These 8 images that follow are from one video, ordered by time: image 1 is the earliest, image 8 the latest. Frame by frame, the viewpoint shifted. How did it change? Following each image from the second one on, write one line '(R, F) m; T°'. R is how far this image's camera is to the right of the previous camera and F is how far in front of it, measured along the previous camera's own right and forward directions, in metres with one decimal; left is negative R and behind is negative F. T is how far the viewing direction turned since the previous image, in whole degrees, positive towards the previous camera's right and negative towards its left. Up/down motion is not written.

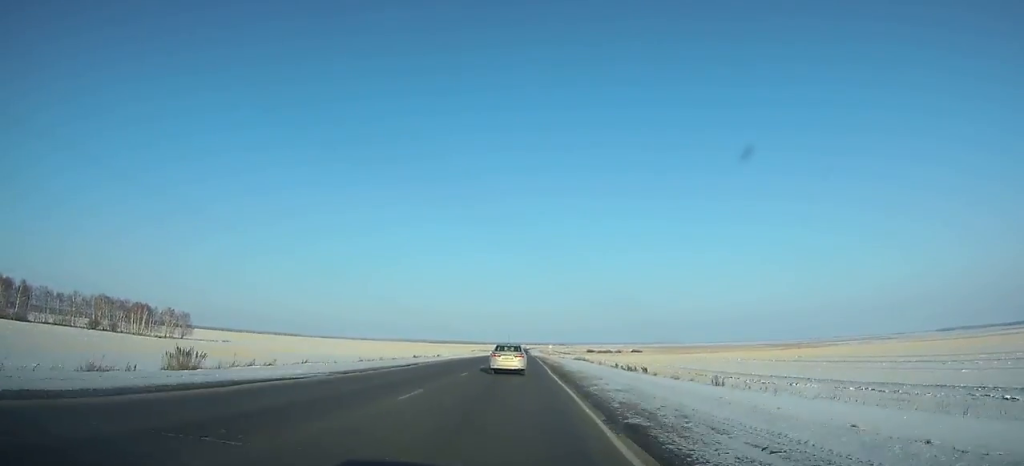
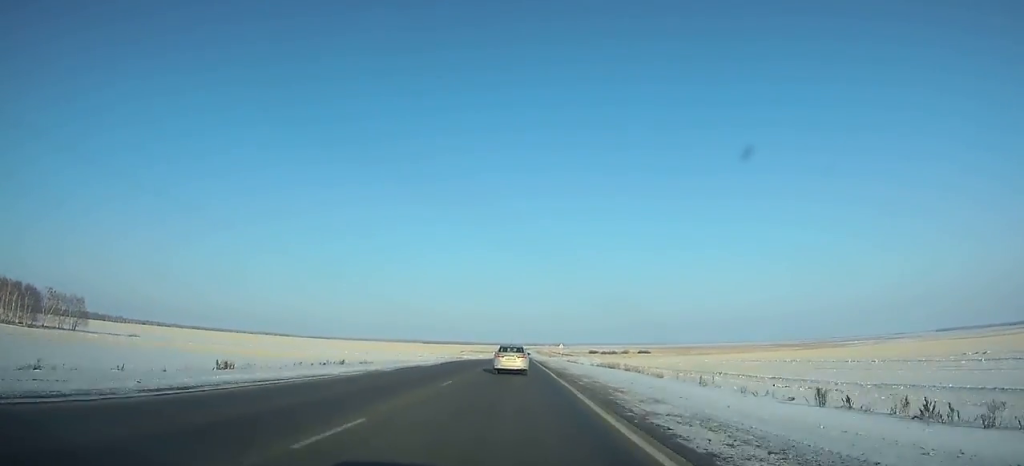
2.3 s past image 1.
(0.0, +55.9) m; 0°
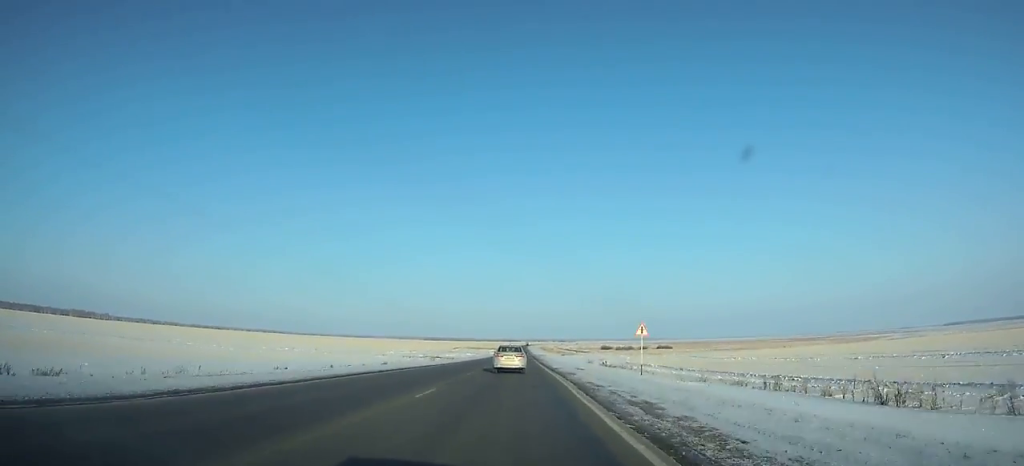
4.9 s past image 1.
(-0.1, +64.1) m; 0°
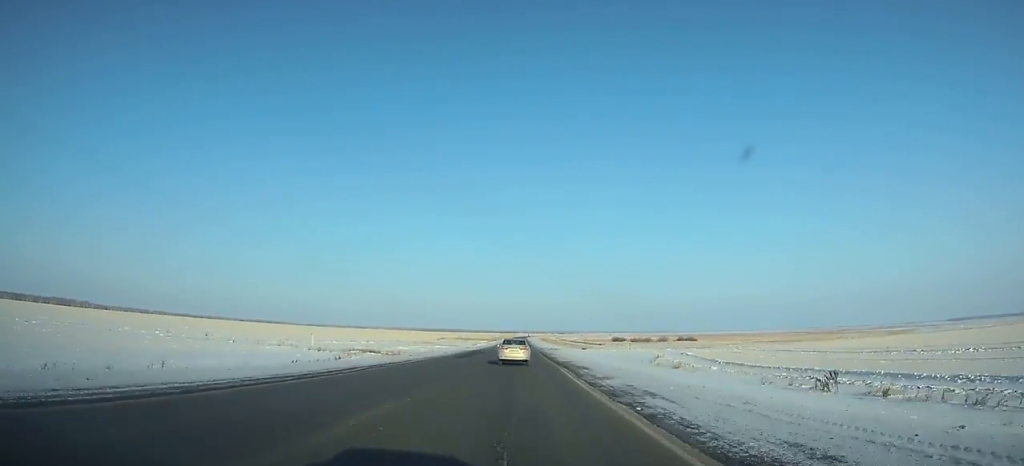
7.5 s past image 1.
(+0.1, +64.9) m; 0°
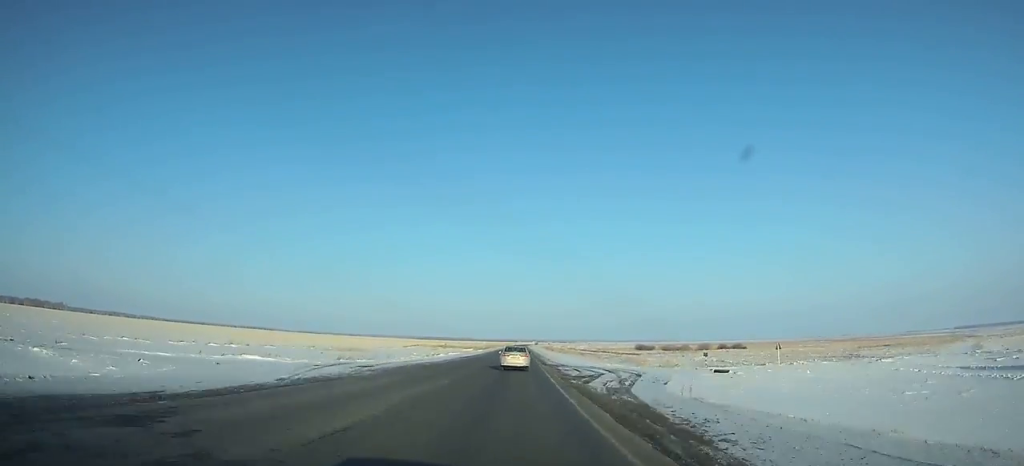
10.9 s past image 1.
(0.0, +86.0) m; 0°
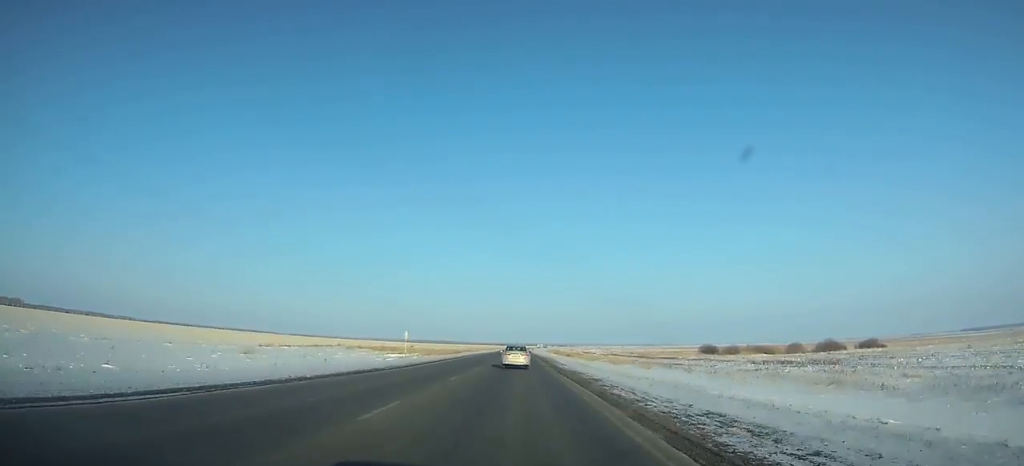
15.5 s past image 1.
(+0.1, +117.6) m; 0°
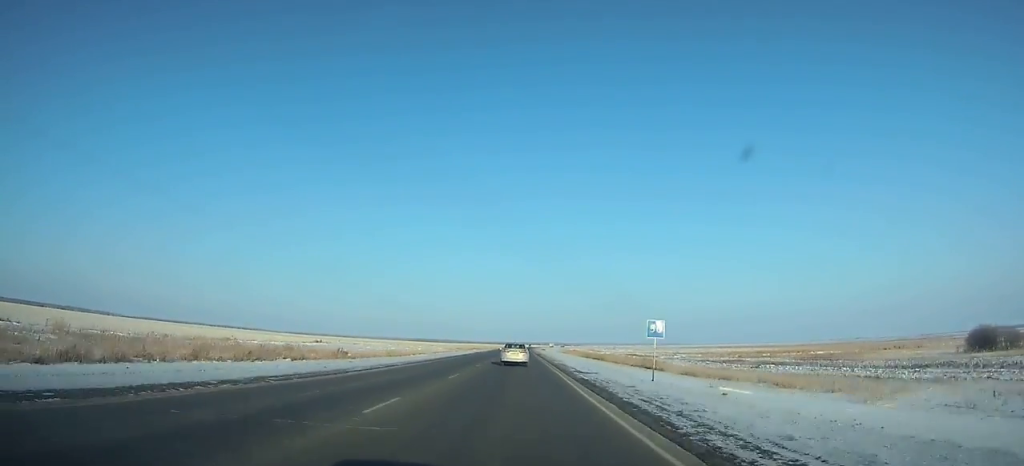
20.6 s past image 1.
(-0.1, +130.8) m; 0°
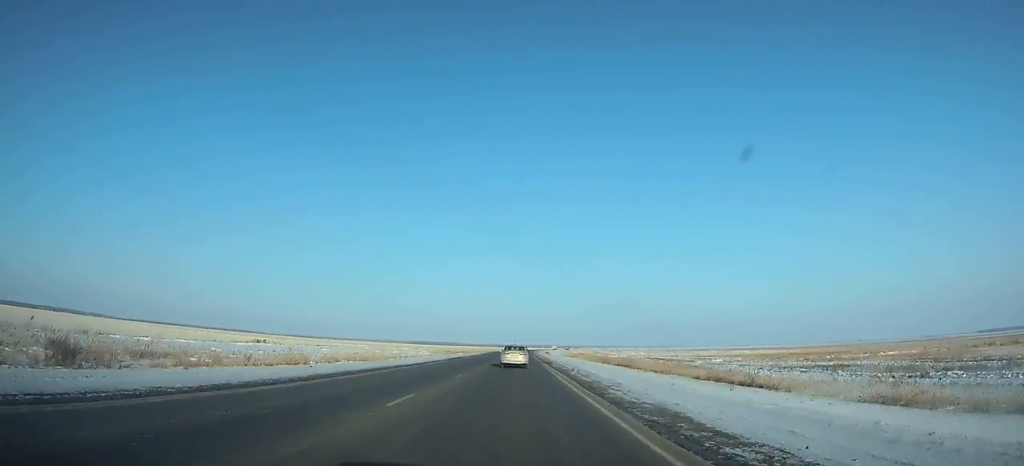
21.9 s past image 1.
(0.0, +33.3) m; 0°
